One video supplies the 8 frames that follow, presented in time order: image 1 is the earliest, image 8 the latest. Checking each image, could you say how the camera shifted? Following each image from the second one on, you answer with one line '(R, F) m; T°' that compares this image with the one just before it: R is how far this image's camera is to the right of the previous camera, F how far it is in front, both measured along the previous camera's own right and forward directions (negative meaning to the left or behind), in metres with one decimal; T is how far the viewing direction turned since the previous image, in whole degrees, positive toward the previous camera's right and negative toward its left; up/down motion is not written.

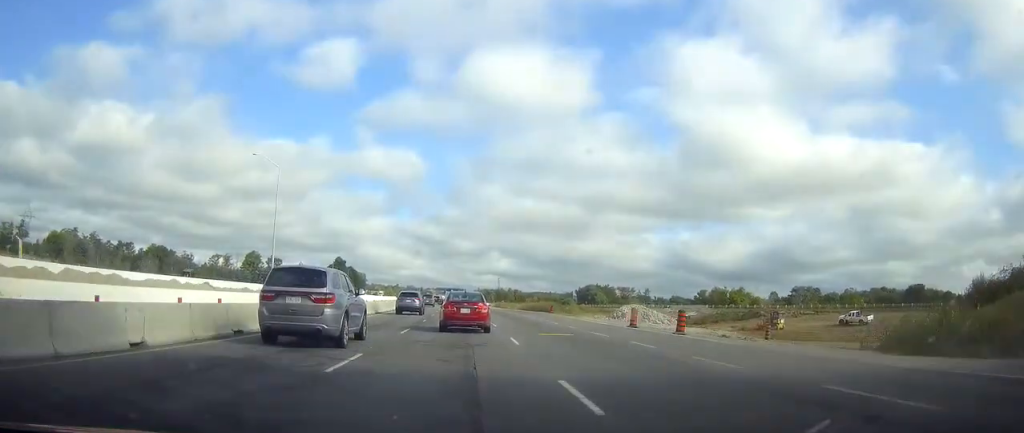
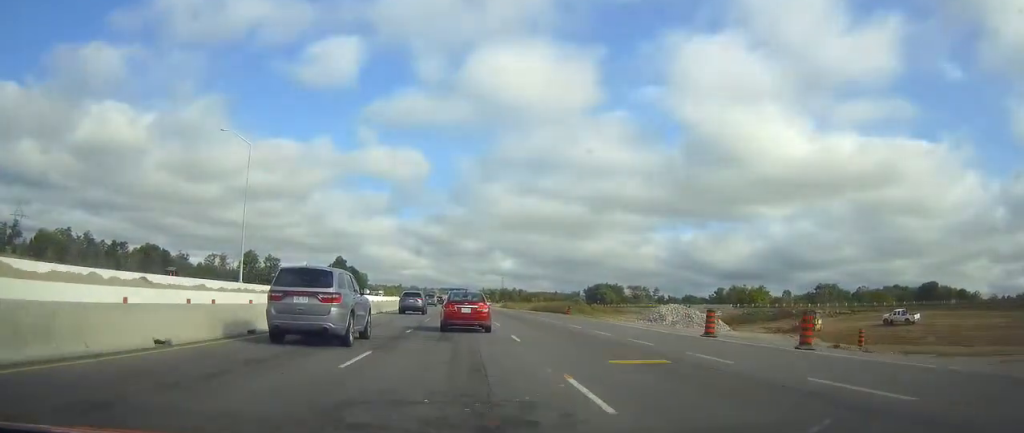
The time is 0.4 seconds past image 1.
(0.0, +11.1) m; 0°
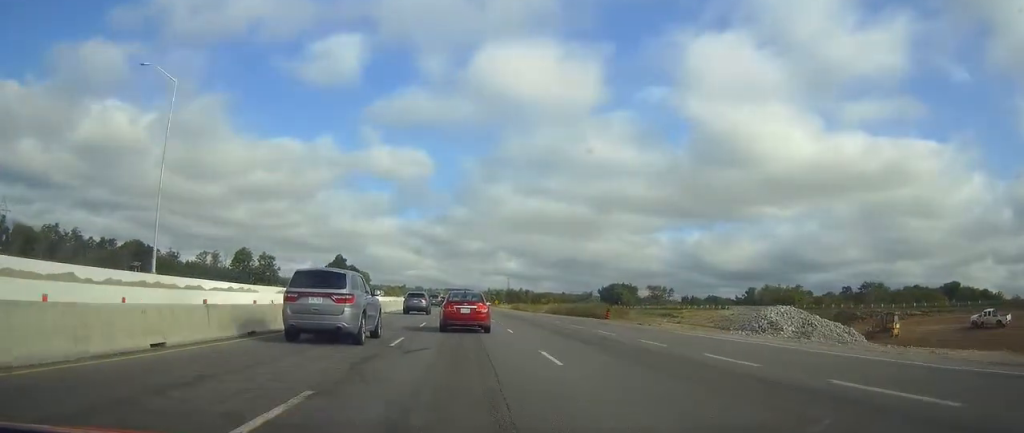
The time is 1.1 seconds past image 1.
(-0.1, +18.5) m; -1°
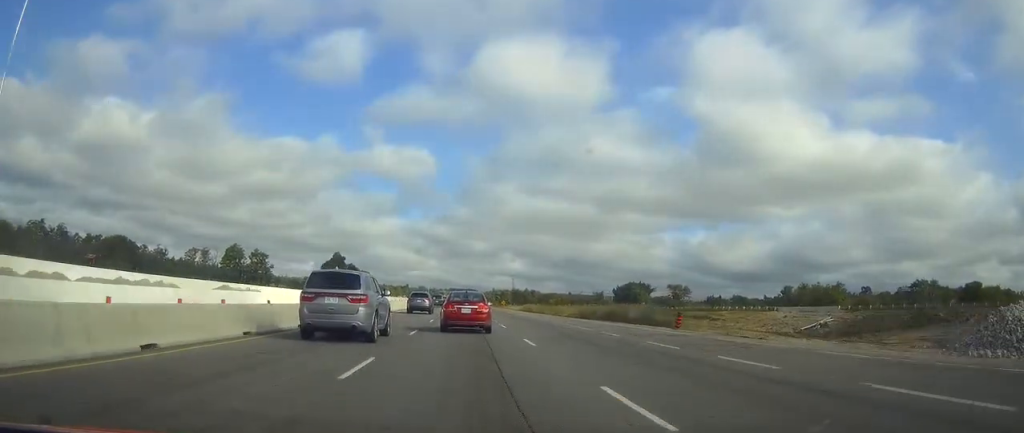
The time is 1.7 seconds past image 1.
(0.0, +18.4) m; 0°
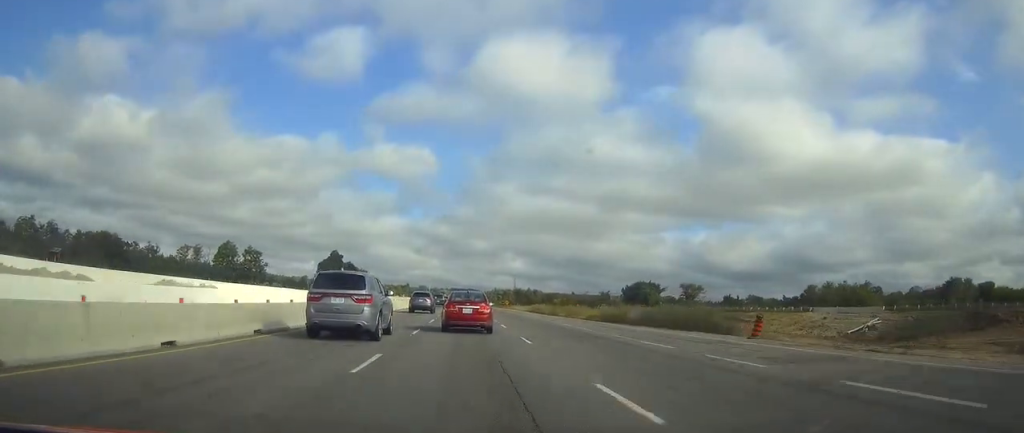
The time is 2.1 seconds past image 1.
(-0.1, +11.0) m; 0°
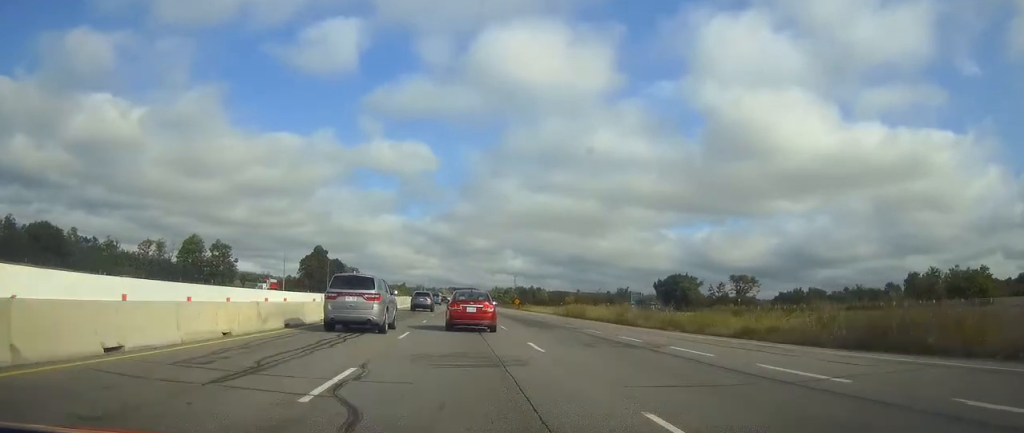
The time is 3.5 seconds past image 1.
(0.0, +37.9) m; 0°
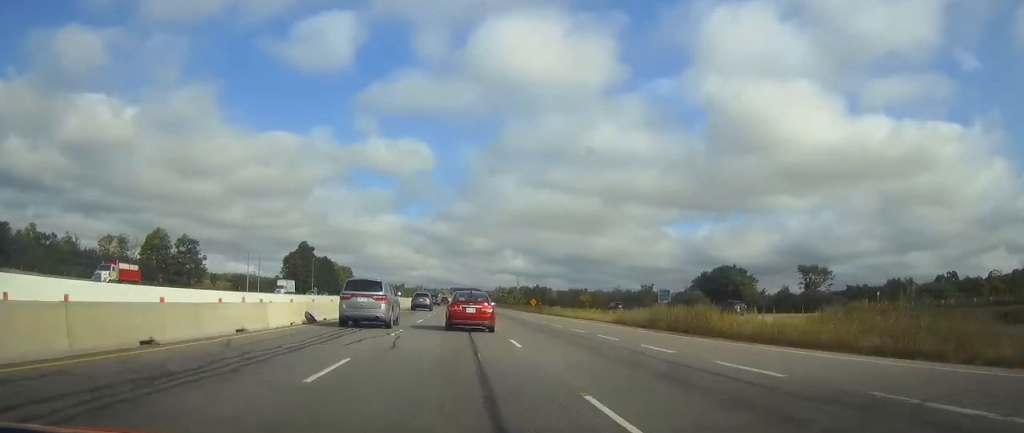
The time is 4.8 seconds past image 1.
(-0.1, +33.0) m; -1°
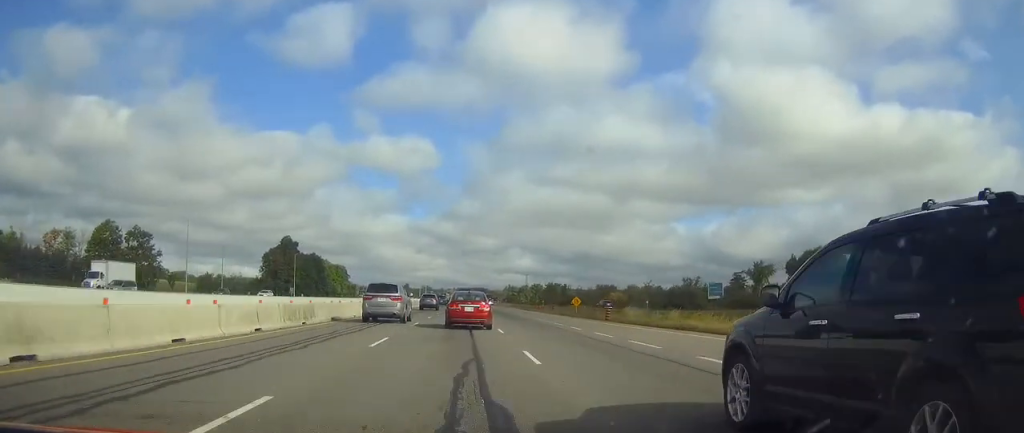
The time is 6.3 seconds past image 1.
(-0.1, +38.5) m; -2°
